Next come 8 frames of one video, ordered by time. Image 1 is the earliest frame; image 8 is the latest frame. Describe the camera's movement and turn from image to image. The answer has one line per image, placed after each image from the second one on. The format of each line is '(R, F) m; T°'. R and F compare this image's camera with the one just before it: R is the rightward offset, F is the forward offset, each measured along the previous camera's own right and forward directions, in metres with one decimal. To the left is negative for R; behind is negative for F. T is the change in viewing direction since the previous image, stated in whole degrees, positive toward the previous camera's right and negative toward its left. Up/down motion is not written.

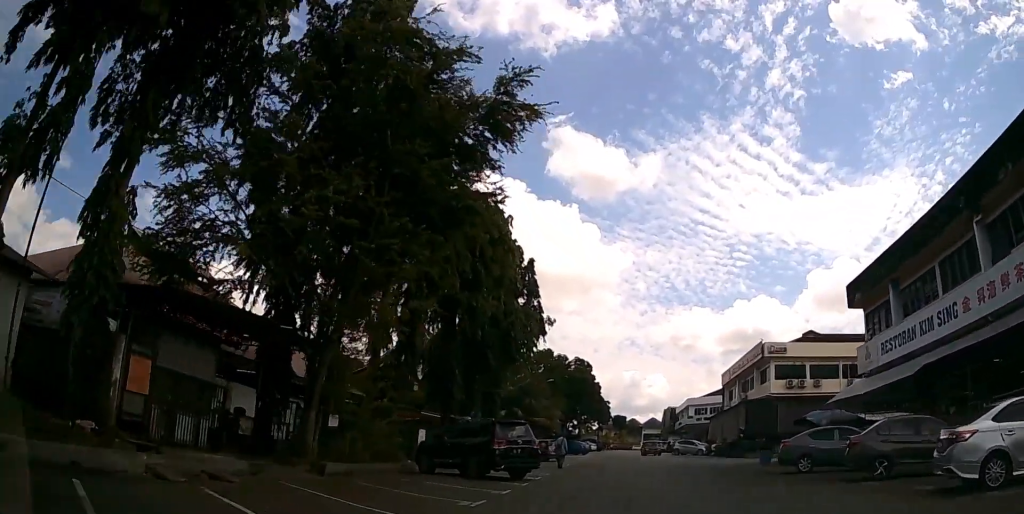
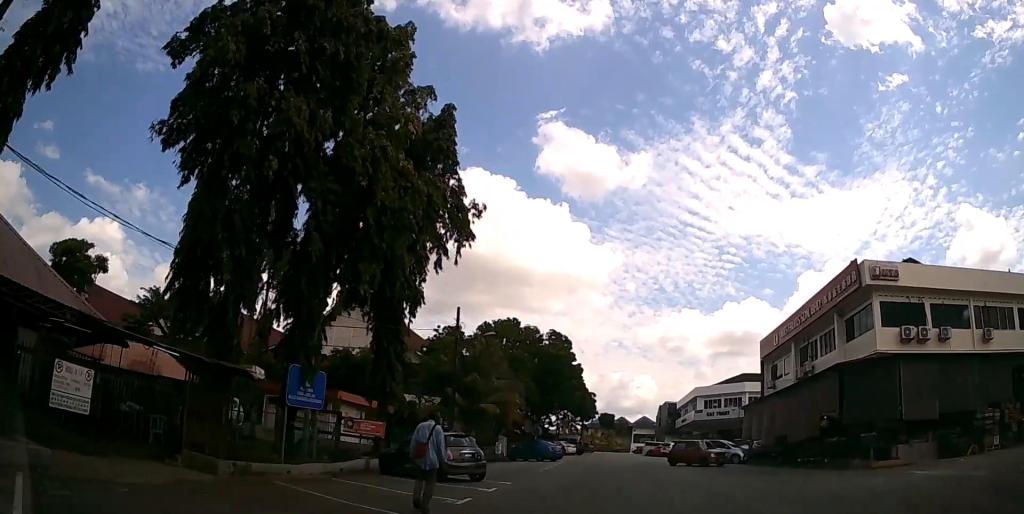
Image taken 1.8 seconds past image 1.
(+0.3, +20.3) m; +1°
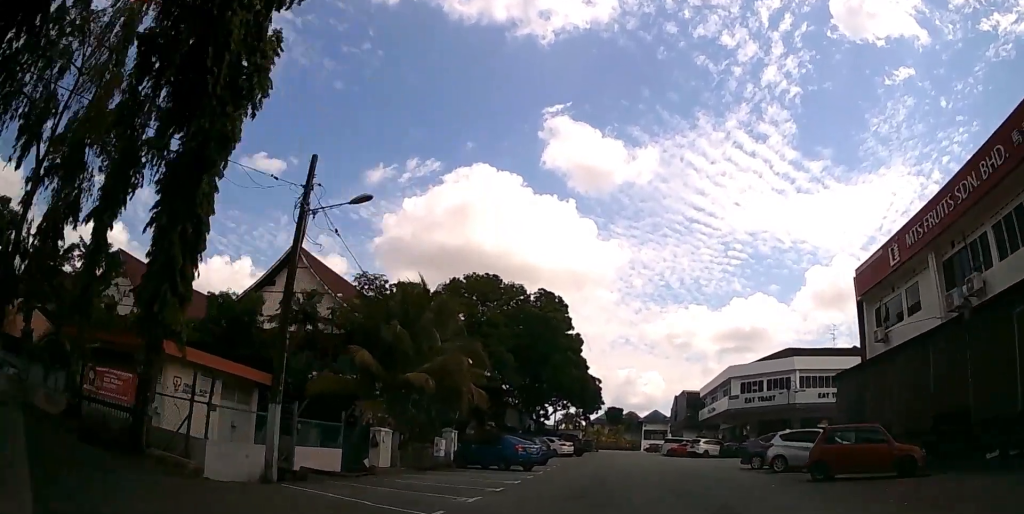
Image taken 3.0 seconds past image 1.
(0.0, +16.0) m; -1°
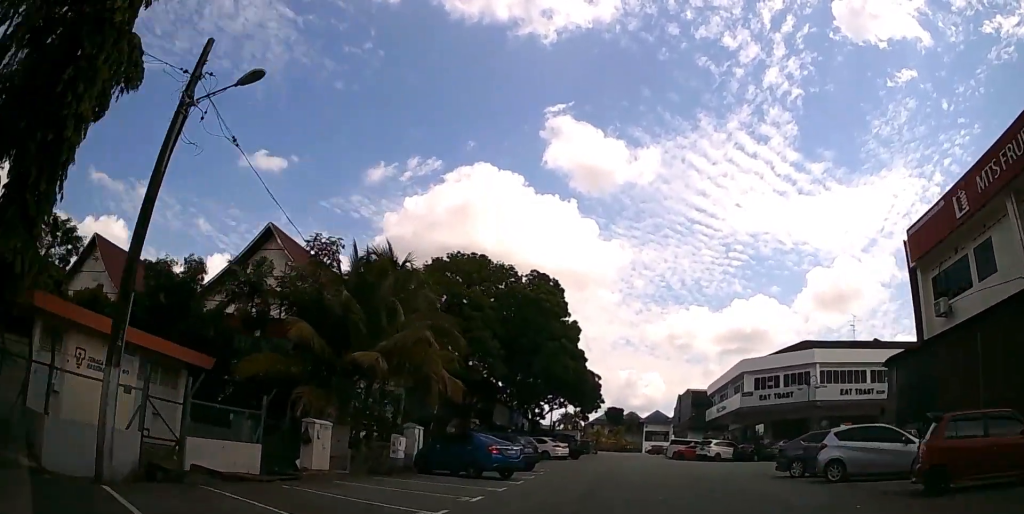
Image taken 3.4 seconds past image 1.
(0.0, +5.4) m; 0°
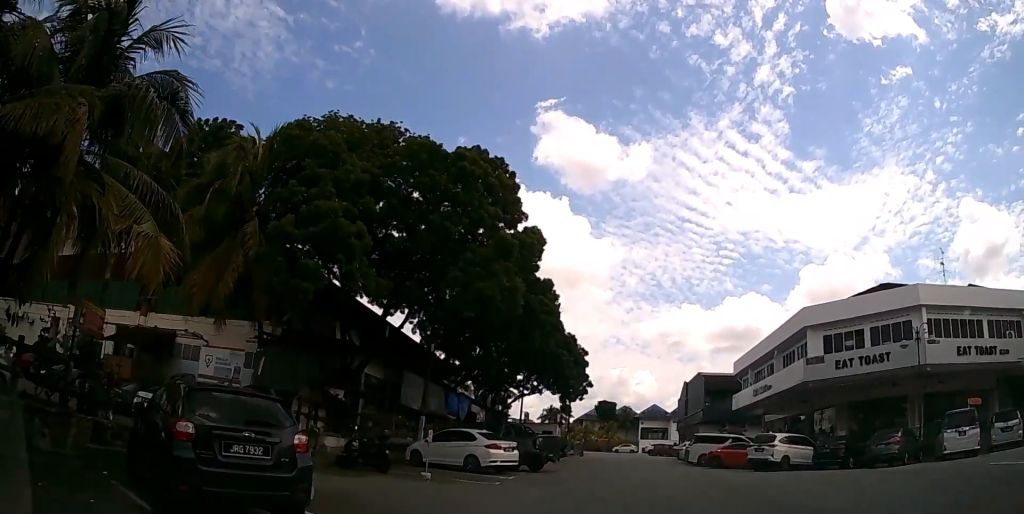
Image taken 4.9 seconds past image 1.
(-0.1, +18.2) m; 0°
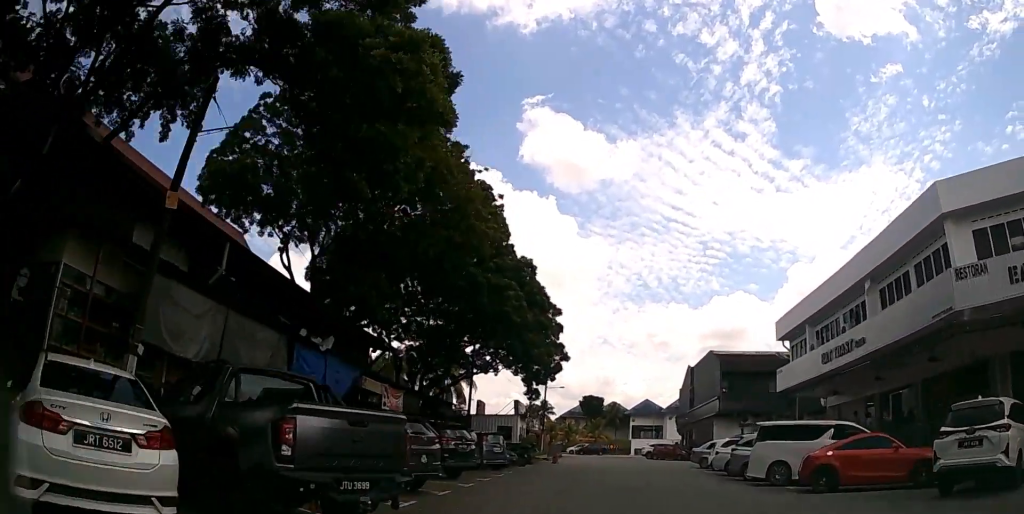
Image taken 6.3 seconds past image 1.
(+0.2, +15.7) m; +1°
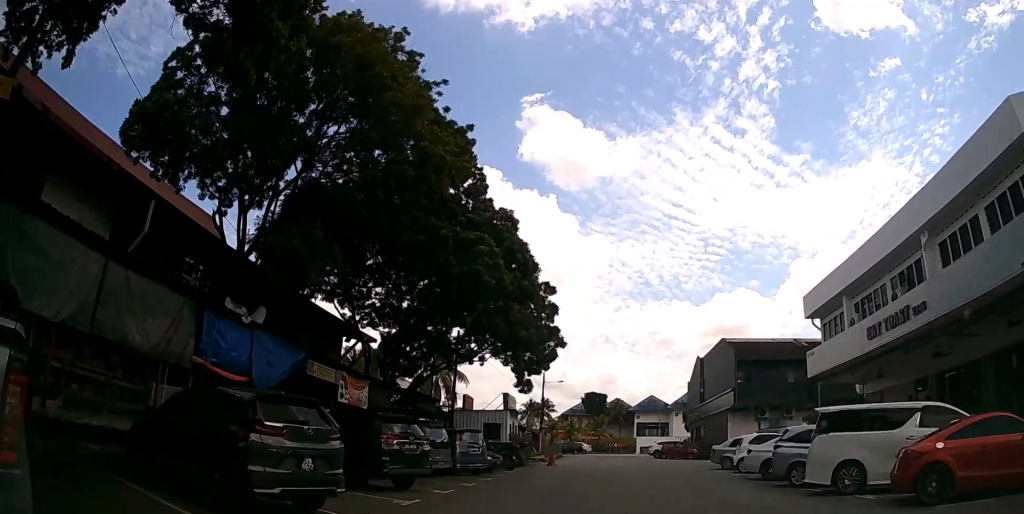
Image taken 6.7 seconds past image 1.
(0.0, +4.6) m; 0°
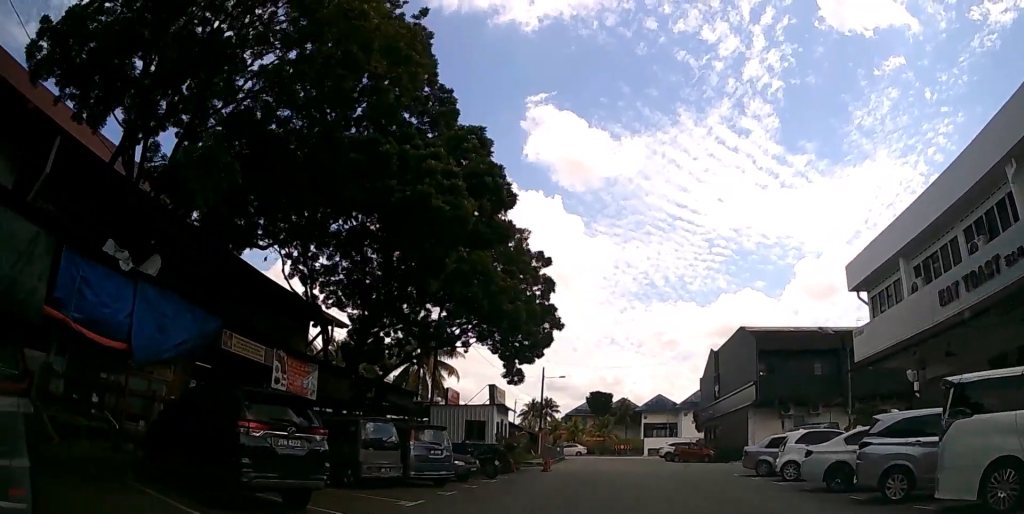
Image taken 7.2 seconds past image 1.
(0.0, +5.0) m; 0°
